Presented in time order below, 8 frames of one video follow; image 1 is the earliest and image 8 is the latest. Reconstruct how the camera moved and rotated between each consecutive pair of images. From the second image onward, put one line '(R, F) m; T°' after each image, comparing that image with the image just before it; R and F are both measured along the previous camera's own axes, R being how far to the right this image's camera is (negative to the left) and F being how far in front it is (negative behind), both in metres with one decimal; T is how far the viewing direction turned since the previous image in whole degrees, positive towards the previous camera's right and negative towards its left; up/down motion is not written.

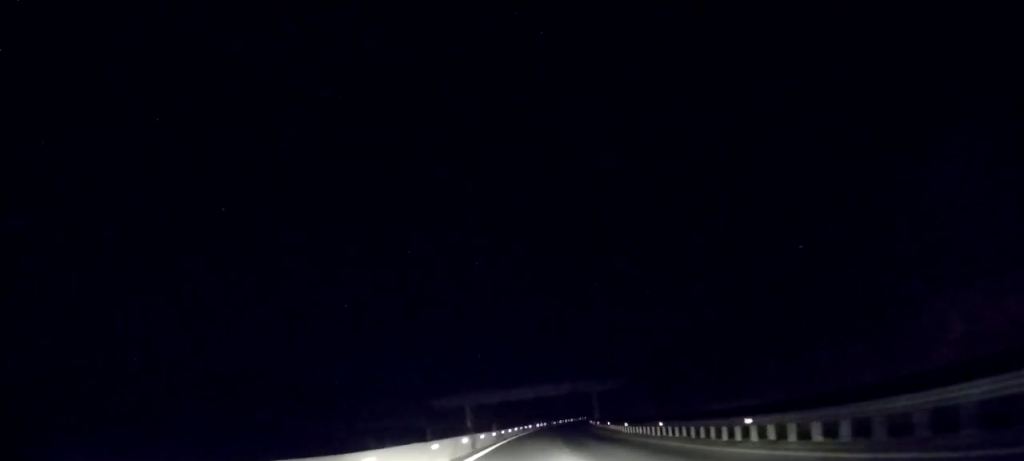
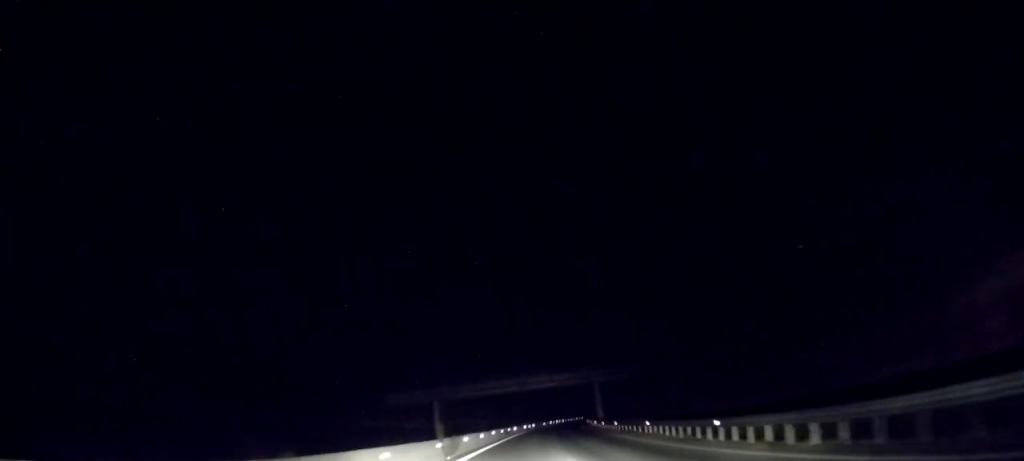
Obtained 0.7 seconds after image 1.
(0.0, +21.7) m; +1°
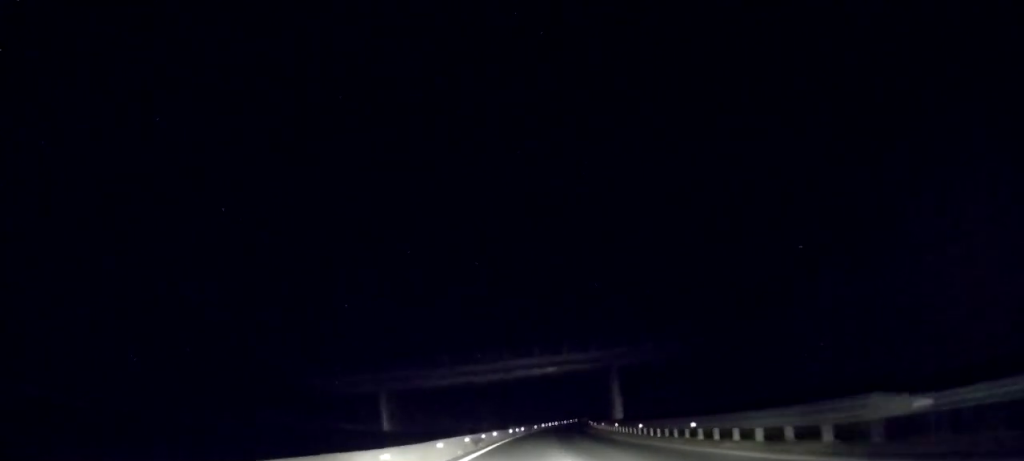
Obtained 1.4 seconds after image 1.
(+0.1, +23.2) m; +1°
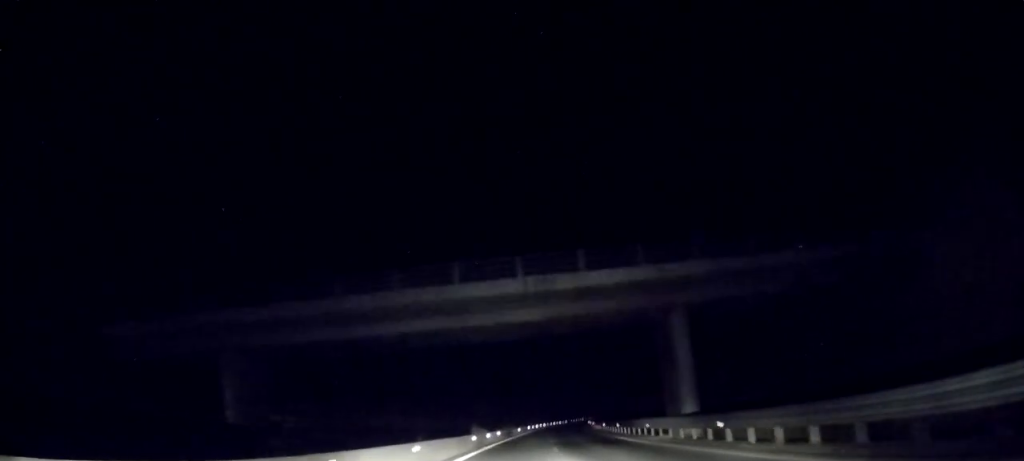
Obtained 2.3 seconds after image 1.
(+0.5, +27.4) m; +3°
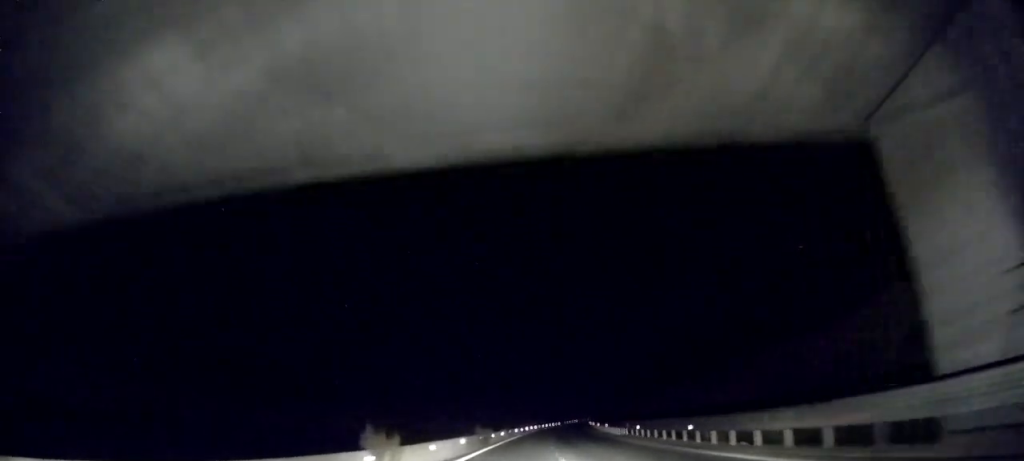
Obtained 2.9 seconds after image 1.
(+0.5, +21.0) m; +2°
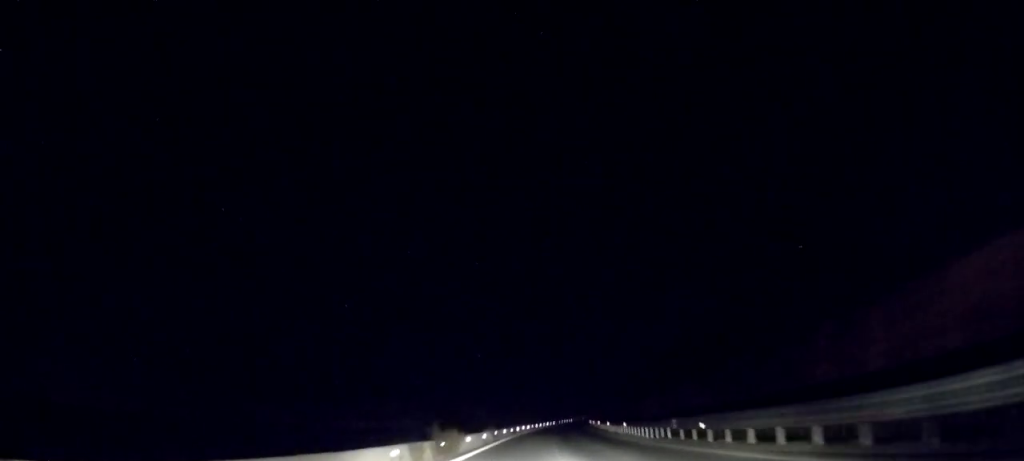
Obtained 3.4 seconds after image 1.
(+0.1, +14.1) m; +1°
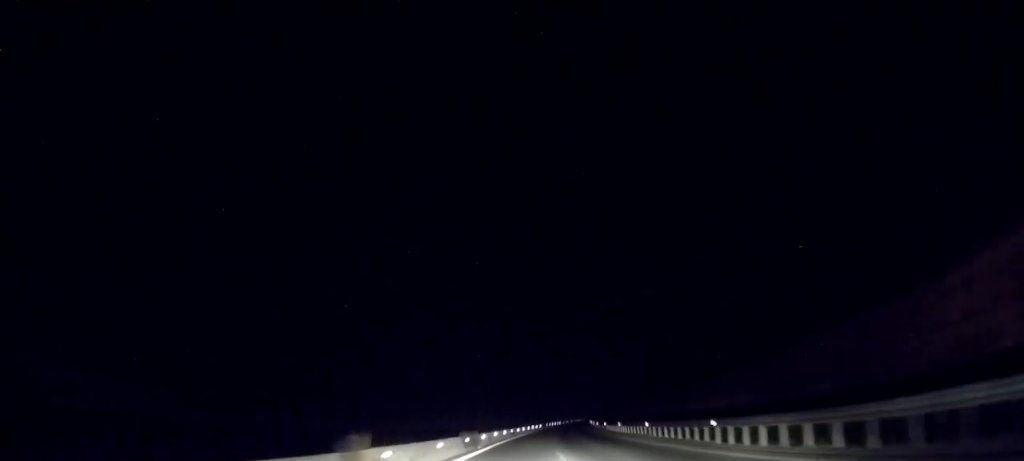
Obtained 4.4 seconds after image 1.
(+0.3, +32.9) m; +1°
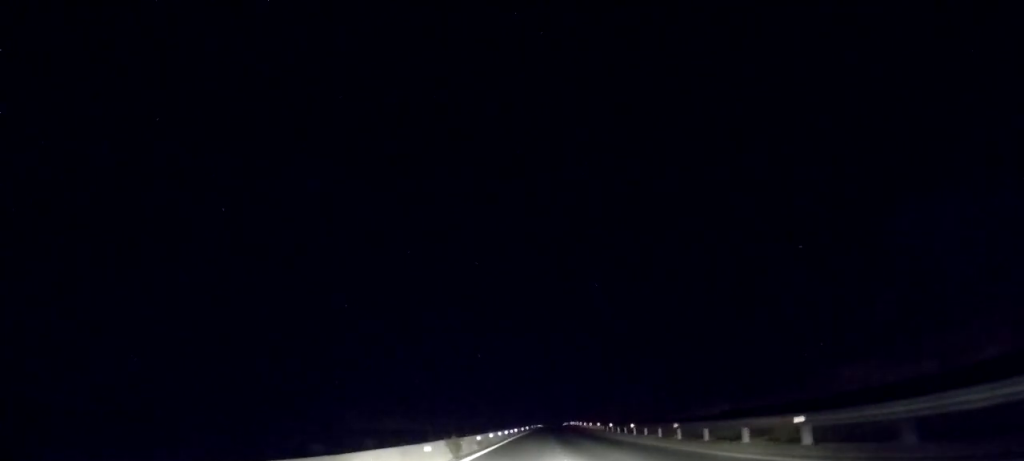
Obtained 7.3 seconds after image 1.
(+3.7, +90.4) m; +4°
